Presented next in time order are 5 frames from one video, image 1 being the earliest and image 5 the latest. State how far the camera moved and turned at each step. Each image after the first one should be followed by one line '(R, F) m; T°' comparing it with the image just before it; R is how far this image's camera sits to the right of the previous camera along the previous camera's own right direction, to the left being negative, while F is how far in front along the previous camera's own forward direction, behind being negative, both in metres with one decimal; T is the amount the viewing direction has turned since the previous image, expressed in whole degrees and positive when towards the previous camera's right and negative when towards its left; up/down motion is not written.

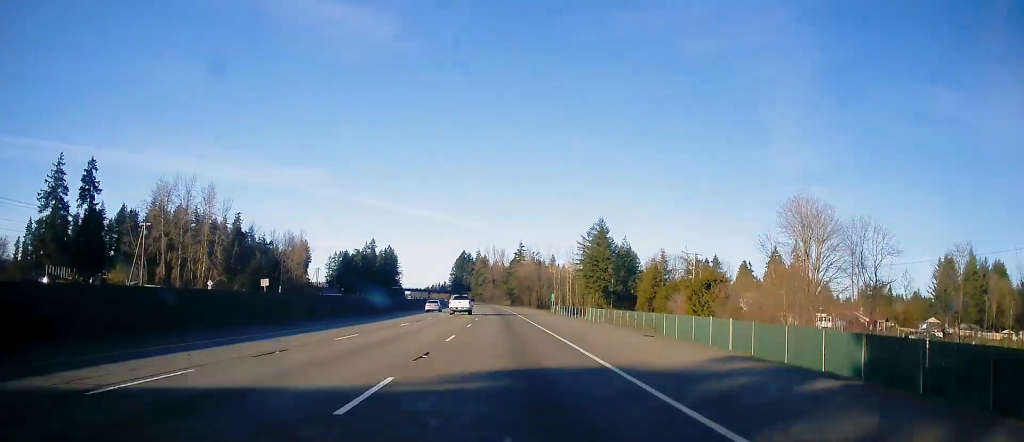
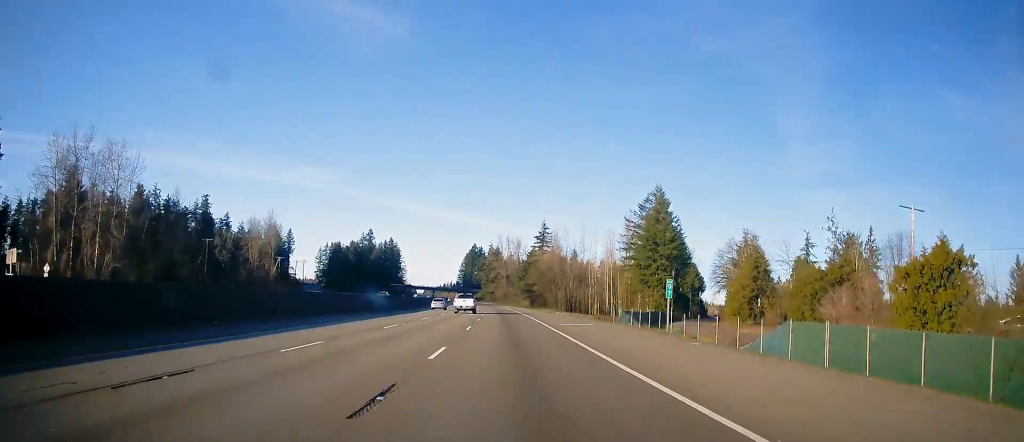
(-1.2, +54.3) m; -2°
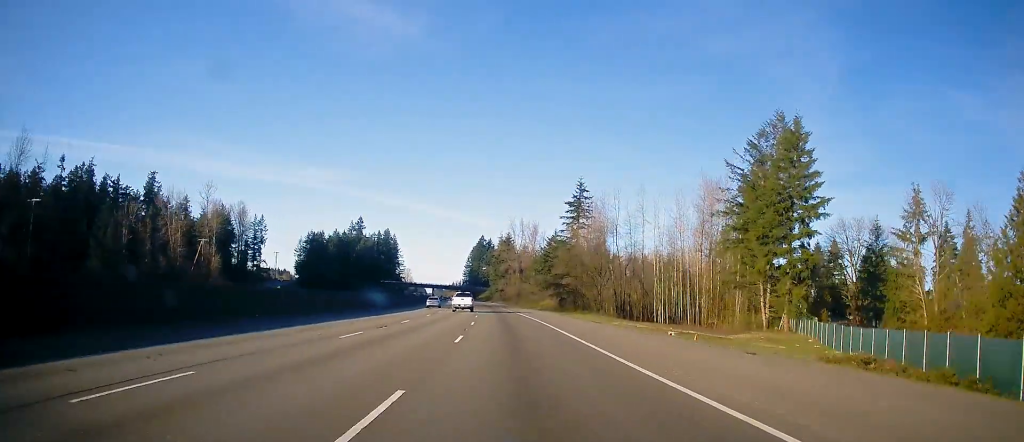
(-0.4, +56.7) m; -1°
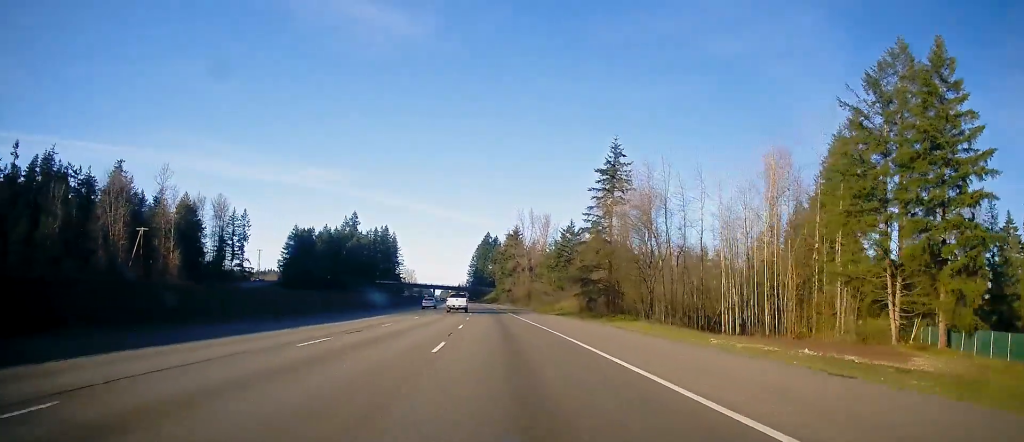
(-0.4, +27.8) m; -1°
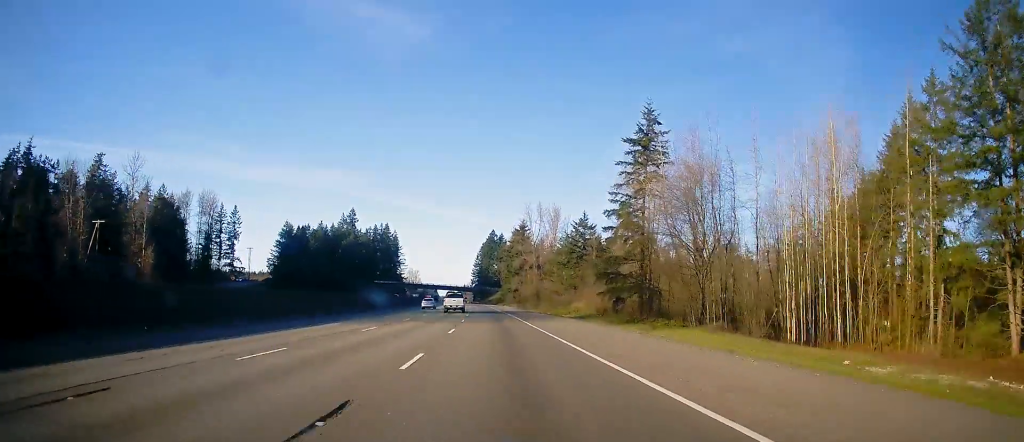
(+0.1, +15.5) m; 0°
